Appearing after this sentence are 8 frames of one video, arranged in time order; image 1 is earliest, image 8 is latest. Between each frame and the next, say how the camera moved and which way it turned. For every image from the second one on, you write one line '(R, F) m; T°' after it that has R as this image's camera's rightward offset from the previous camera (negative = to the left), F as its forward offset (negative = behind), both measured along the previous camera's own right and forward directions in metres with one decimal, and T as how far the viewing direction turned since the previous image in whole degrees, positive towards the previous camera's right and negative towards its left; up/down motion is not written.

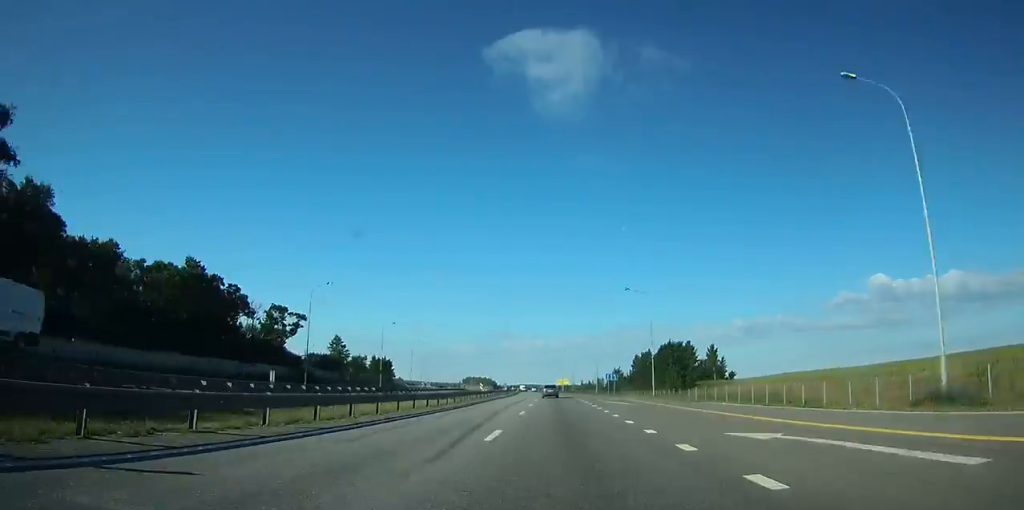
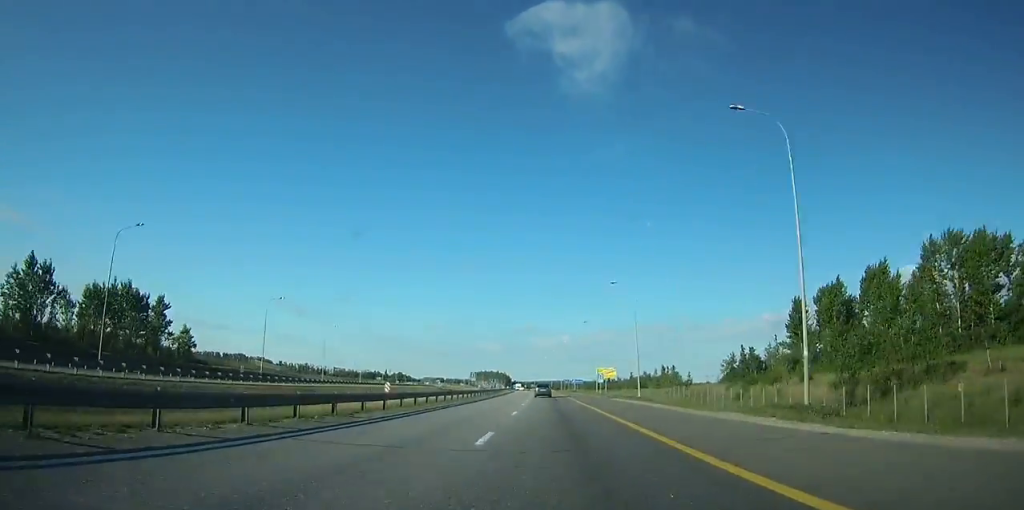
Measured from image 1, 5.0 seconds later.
(-2.9, +137.2) m; -2°
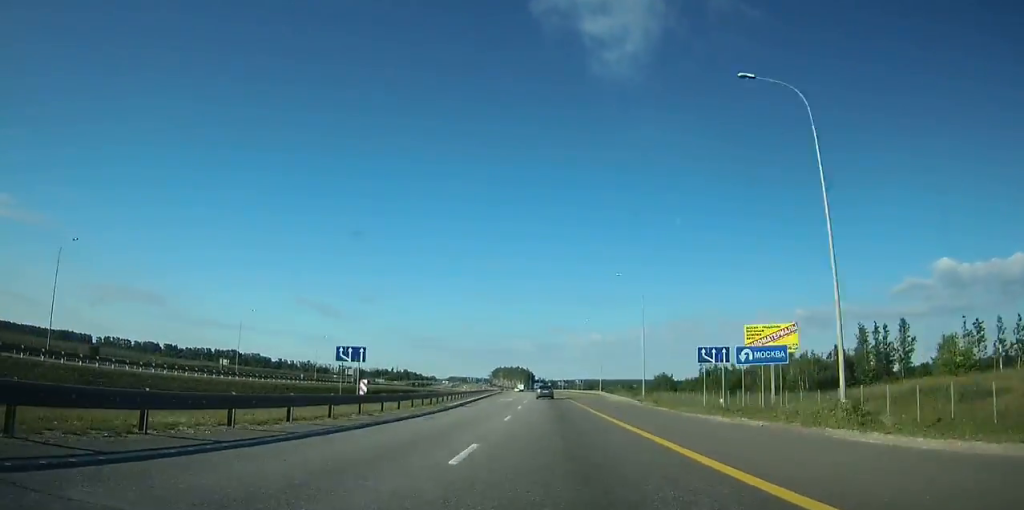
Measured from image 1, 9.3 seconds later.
(-2.8, +127.8) m; -3°
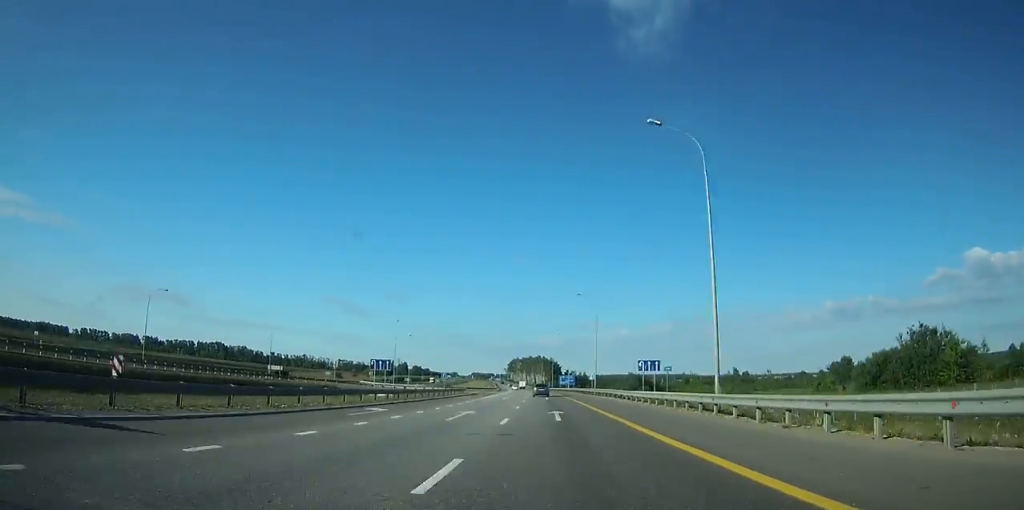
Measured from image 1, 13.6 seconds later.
(-4.2, +133.6) m; -5°
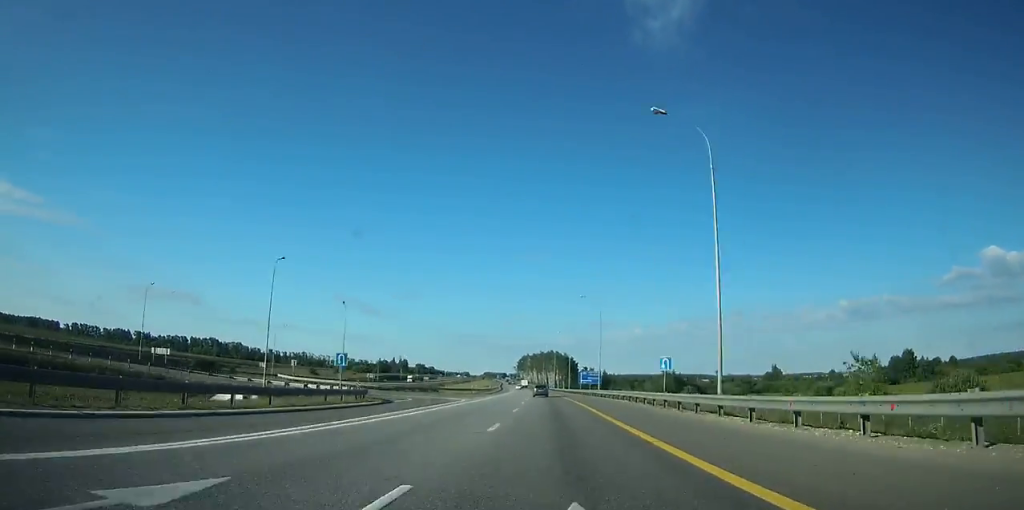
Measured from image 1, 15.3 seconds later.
(-2.4, +56.6) m; 0°
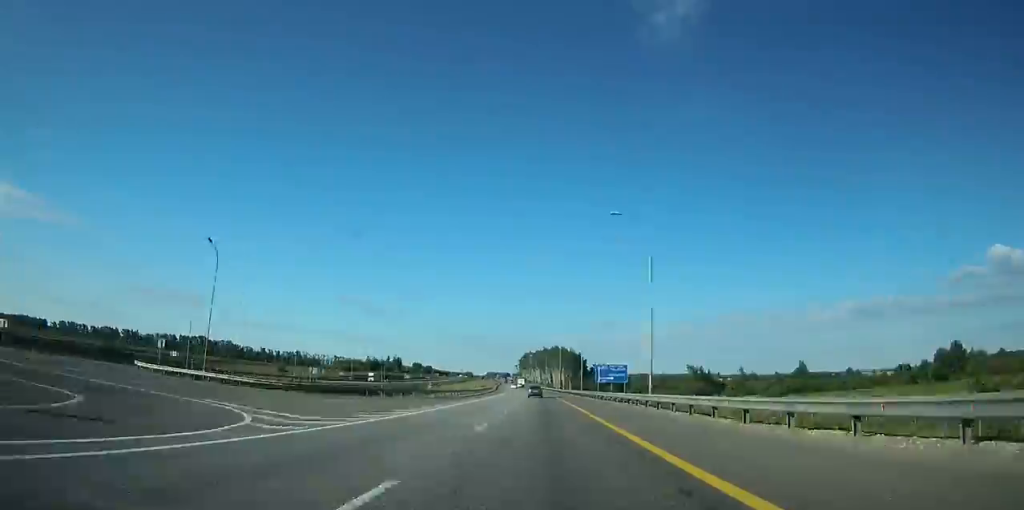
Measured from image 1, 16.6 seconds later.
(-1.8, +39.8) m; 0°
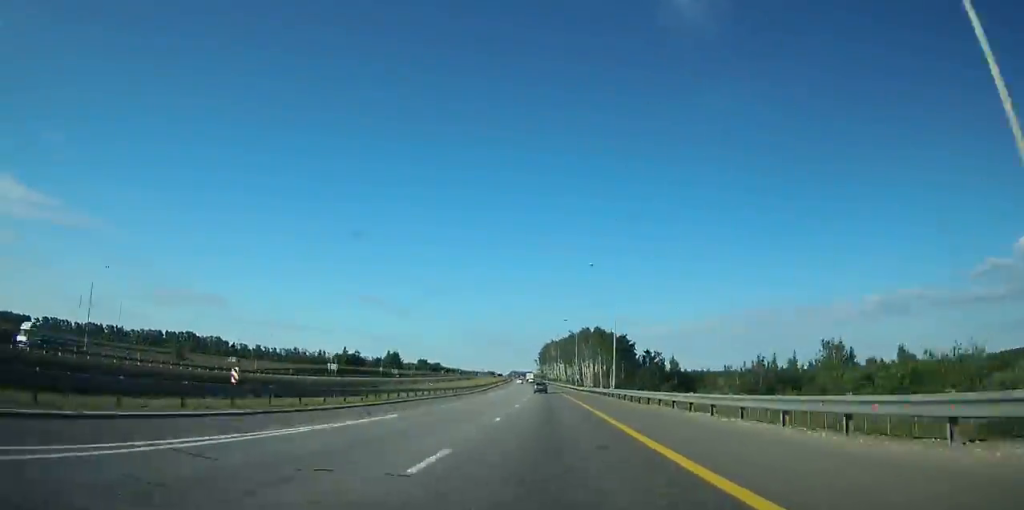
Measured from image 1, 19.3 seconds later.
(+3.9, +79.2) m; 0°
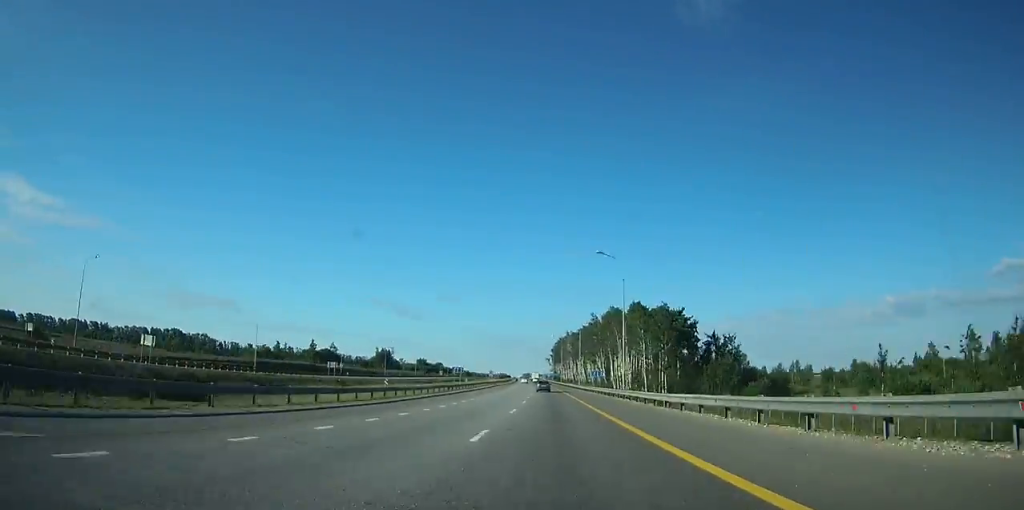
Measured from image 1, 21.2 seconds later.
(-1.6, +51.6) m; -2°
